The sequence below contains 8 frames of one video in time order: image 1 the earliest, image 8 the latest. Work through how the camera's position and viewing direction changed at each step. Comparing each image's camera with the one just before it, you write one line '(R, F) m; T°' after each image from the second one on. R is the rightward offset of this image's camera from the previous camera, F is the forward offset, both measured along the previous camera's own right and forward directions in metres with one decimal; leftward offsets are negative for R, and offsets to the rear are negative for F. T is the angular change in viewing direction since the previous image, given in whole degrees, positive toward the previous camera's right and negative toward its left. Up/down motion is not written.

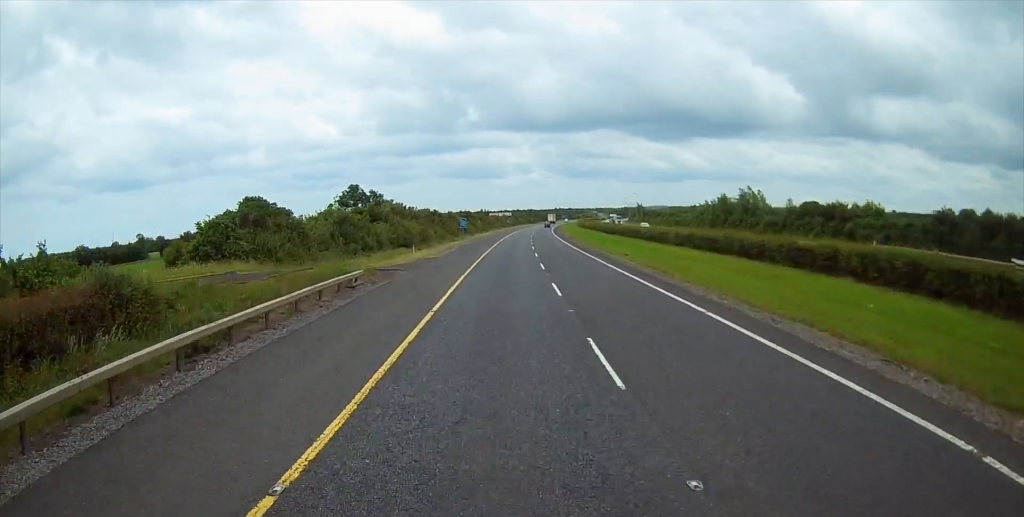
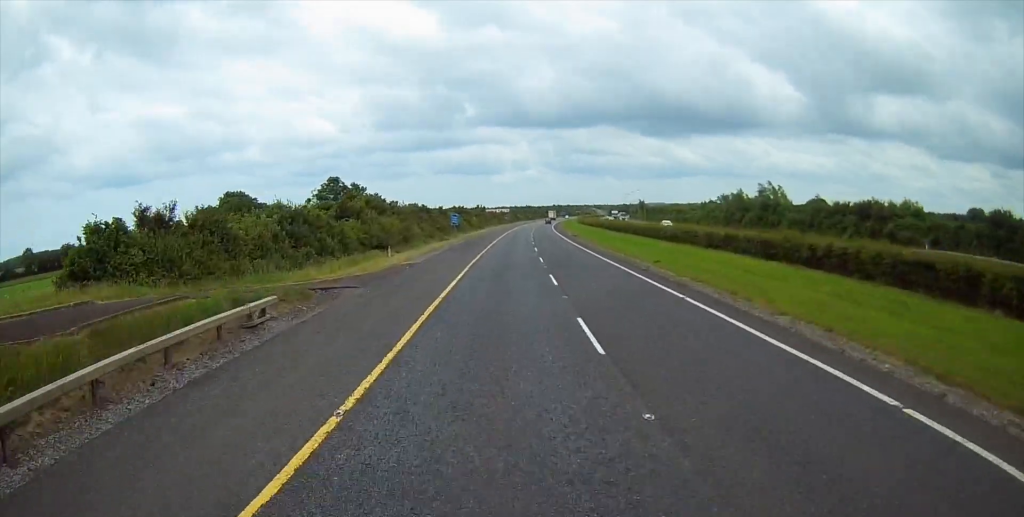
(0.0, +10.1) m; 0°
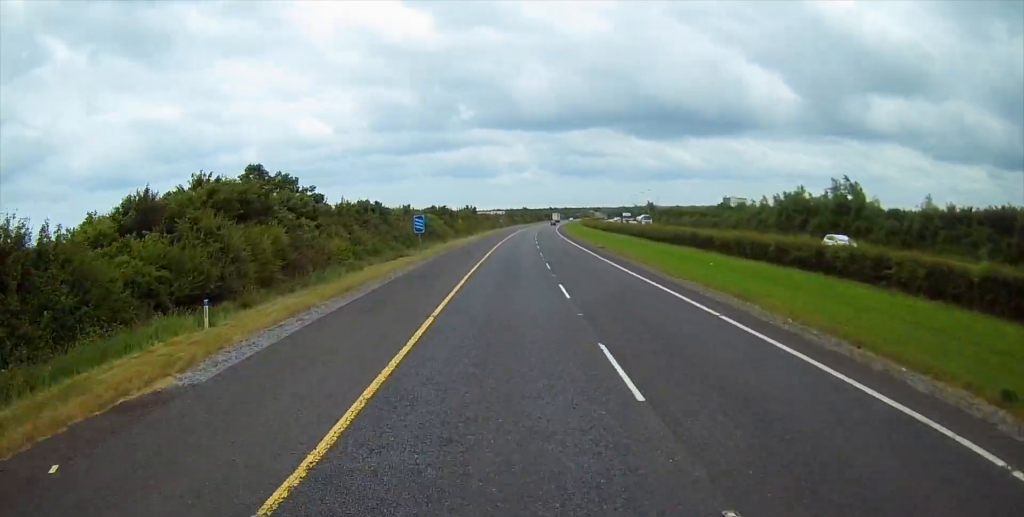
(+0.1, +27.0) m; 0°
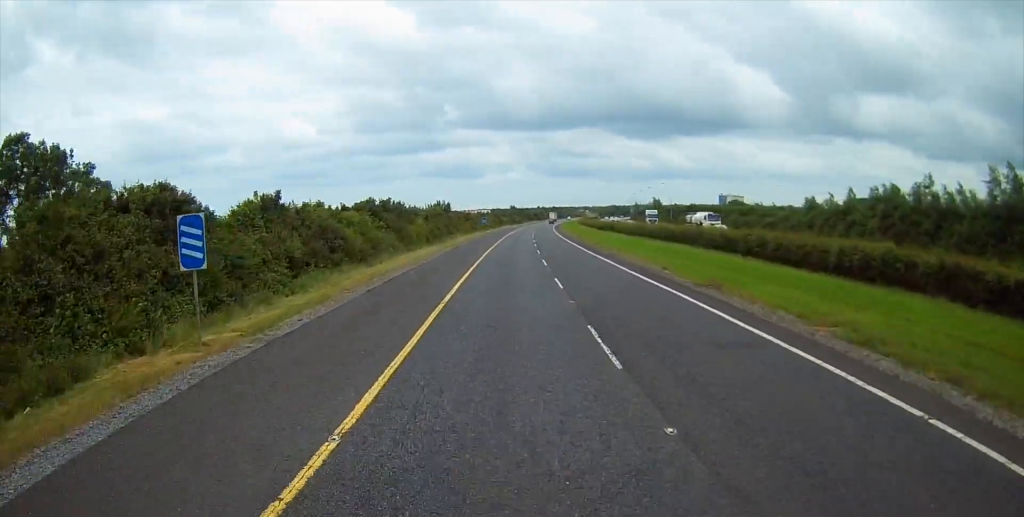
(+0.1, +33.8) m; +1°
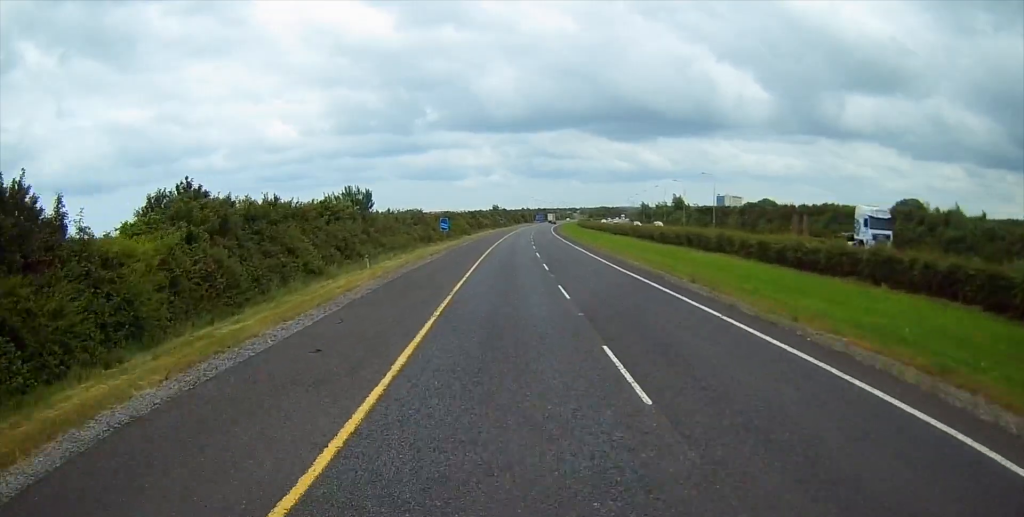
(+0.1, +50.3) m; +1°
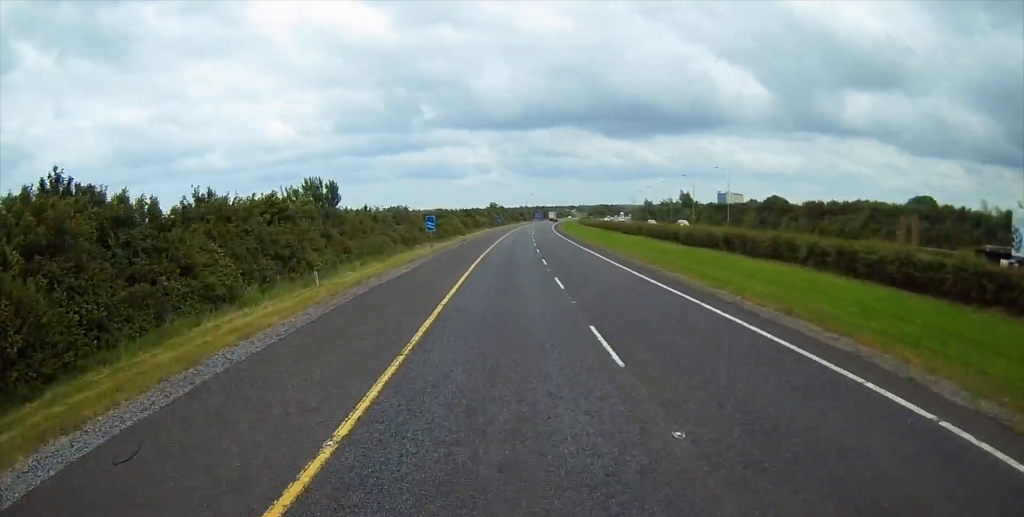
(+0.3, +9.9) m; +1°
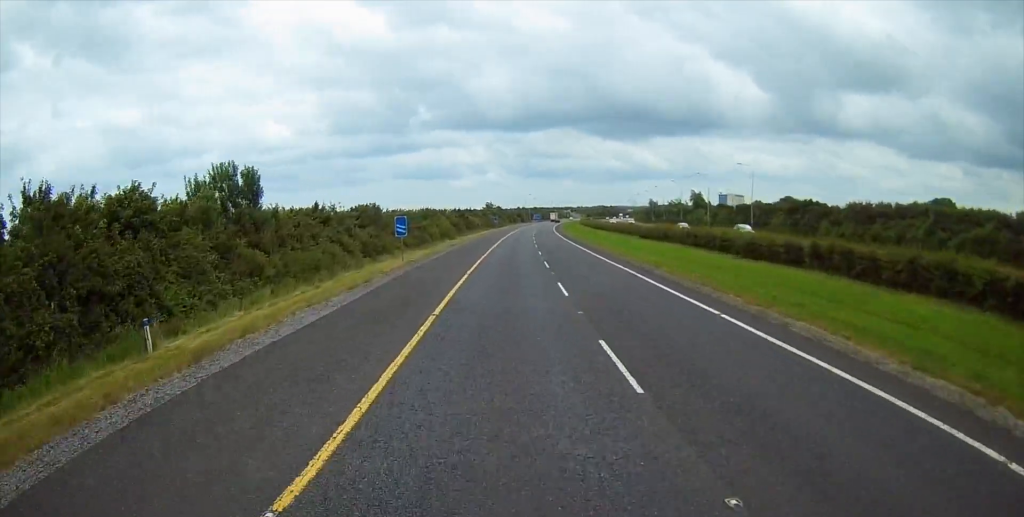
(+0.2, +13.6) m; +1°
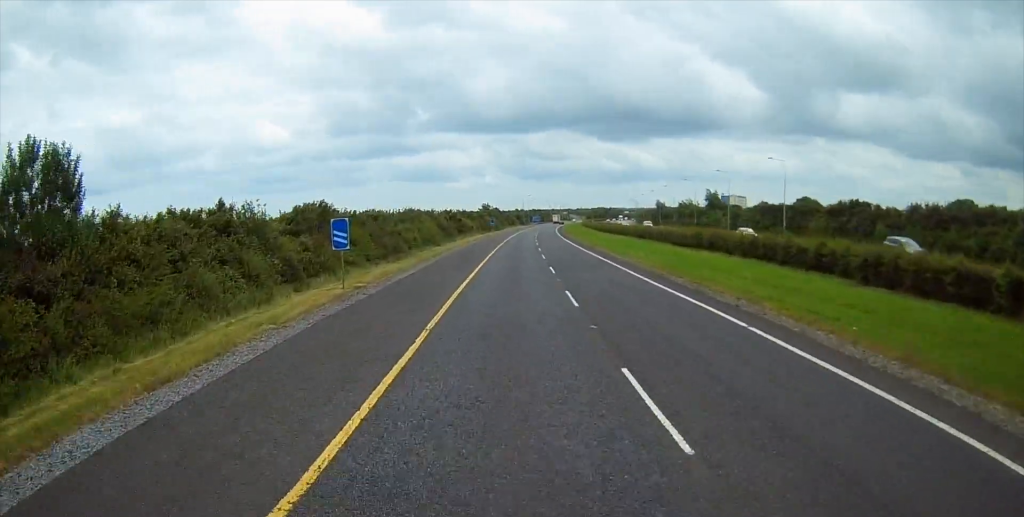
(0.0, +14.3) m; 0°
